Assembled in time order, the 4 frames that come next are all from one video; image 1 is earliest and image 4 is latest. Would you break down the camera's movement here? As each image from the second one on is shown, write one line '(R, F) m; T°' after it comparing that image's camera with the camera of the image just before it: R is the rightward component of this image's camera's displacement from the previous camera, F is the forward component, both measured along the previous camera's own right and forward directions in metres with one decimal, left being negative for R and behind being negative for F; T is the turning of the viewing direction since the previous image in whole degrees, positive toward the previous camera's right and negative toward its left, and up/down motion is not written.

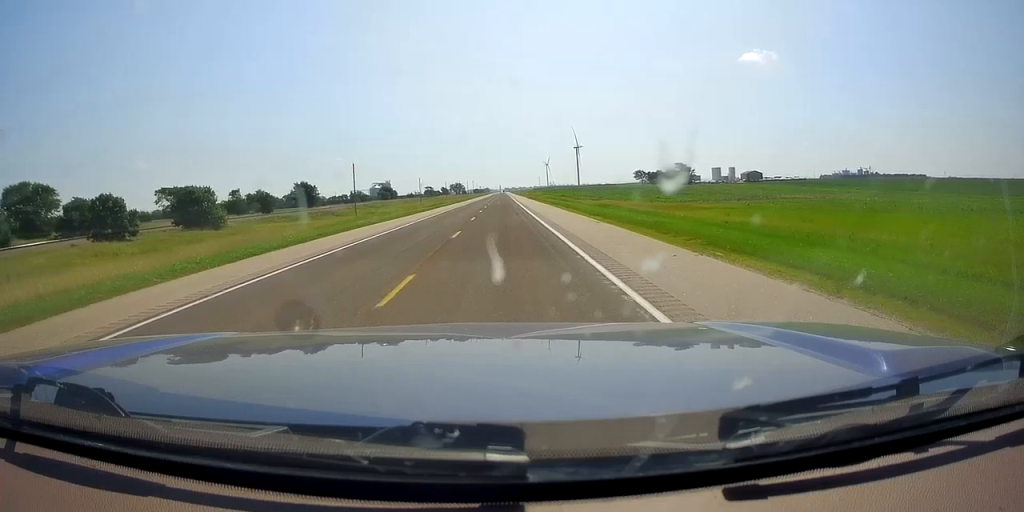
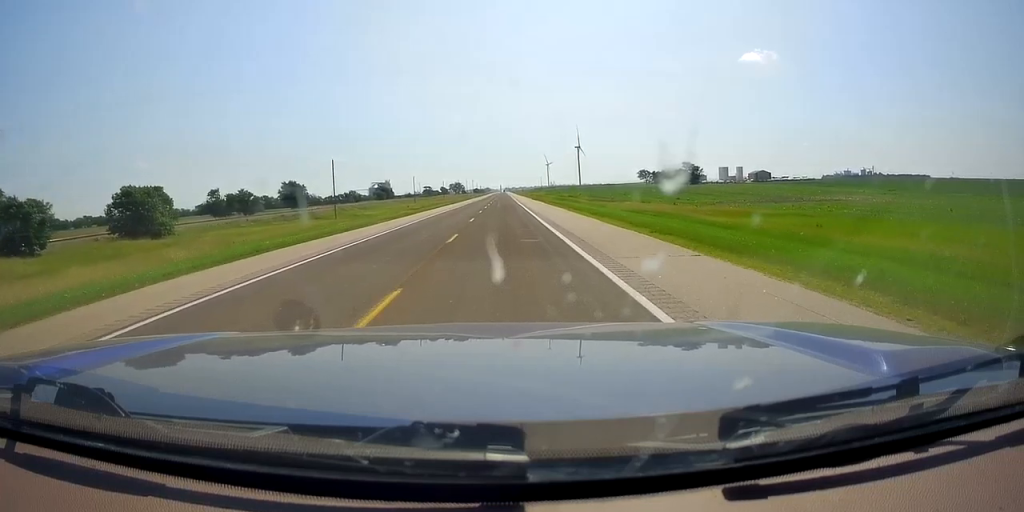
(0.0, +13.8) m; 0°
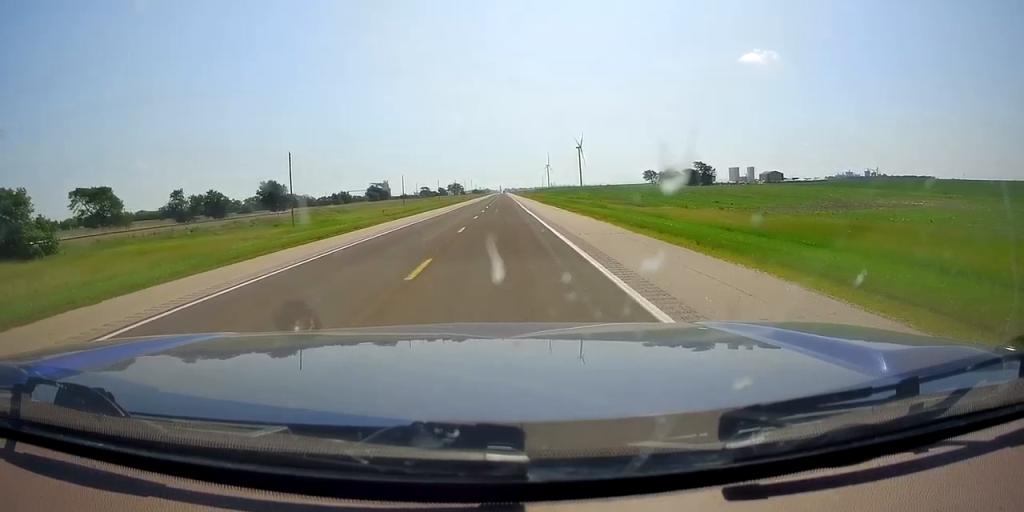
(0.0, +20.0) m; -1°
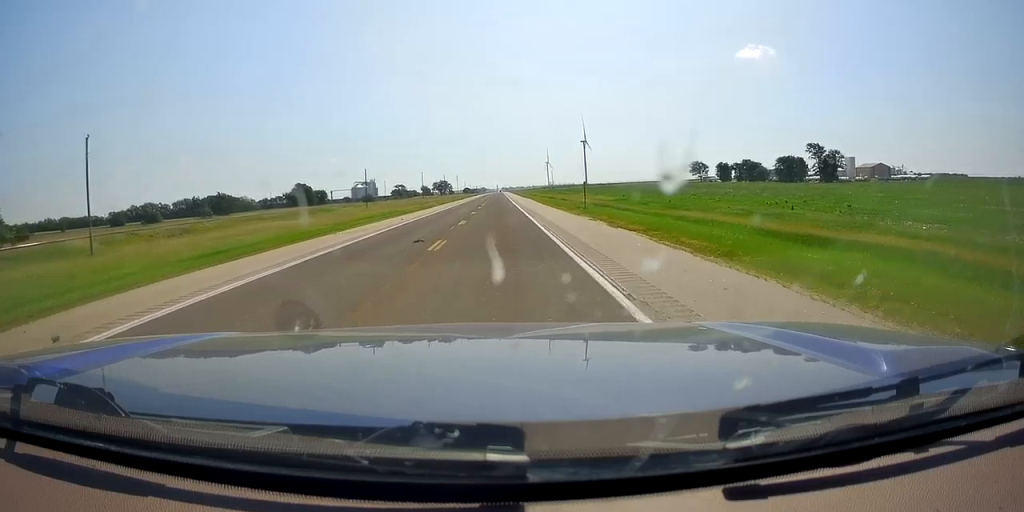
(-0.7, +128.1) m; -1°
